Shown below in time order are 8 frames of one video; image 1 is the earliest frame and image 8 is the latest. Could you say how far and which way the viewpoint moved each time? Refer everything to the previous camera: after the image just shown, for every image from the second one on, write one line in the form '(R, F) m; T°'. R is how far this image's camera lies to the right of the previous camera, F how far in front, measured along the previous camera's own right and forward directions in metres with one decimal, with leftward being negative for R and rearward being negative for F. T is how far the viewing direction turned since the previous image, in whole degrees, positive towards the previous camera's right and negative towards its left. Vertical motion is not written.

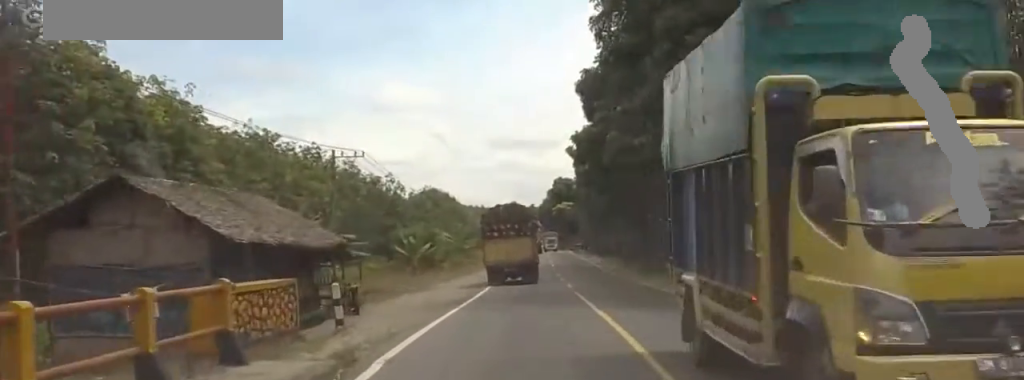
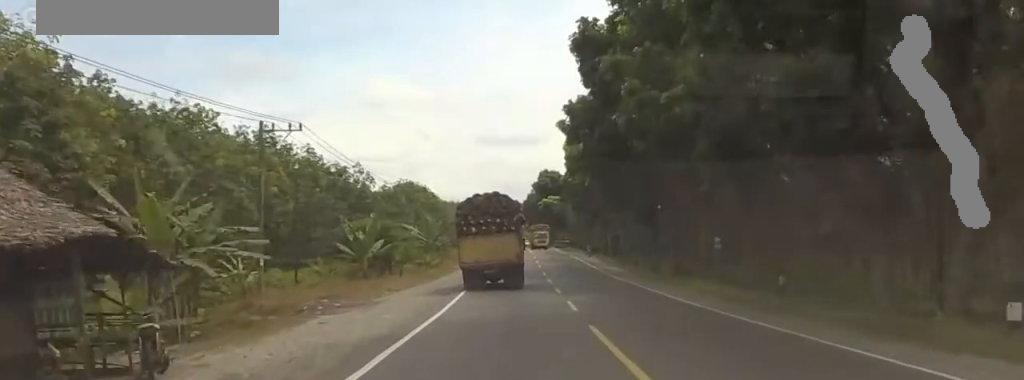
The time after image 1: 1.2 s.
(0.0, +14.7) m; 0°
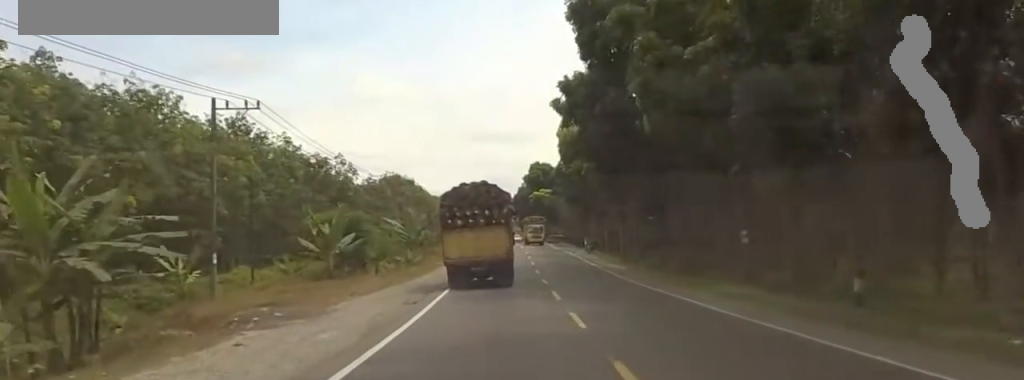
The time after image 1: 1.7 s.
(0.0, +7.1) m; 0°
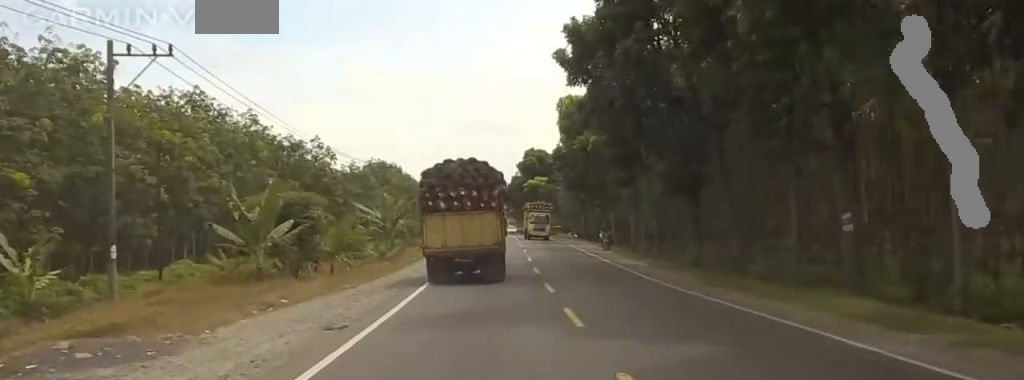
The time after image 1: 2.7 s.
(0.0, +12.6) m; 0°
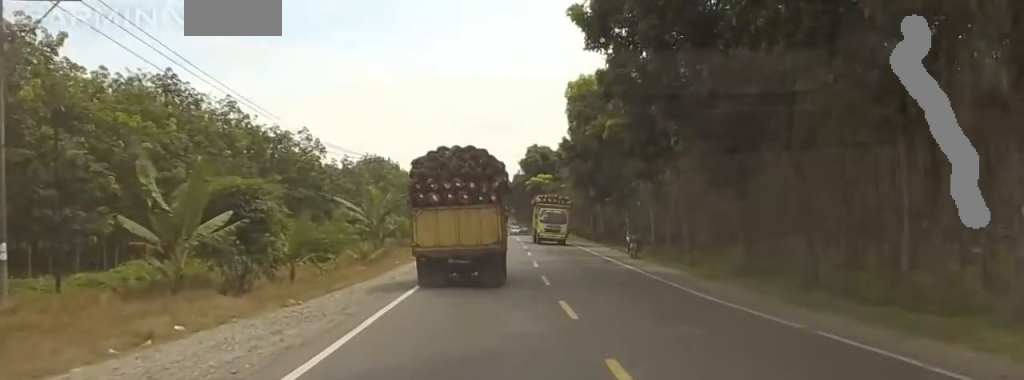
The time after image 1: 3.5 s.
(0.0, +9.5) m; 0°
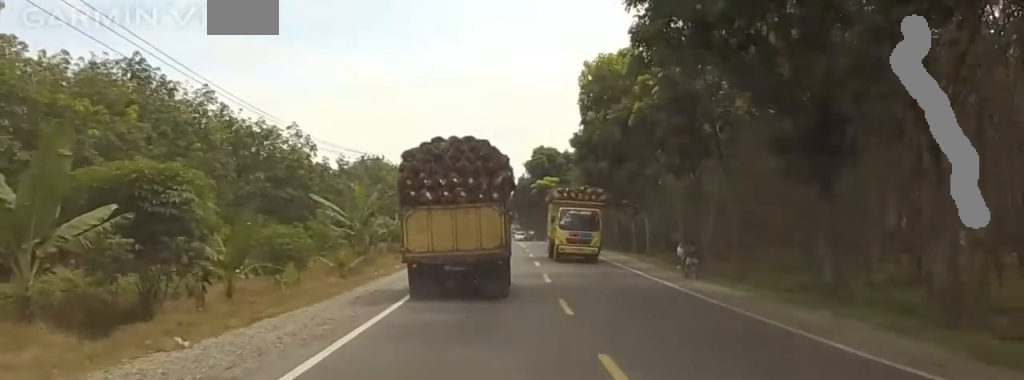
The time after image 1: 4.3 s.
(0.0, +9.9) m; 0°
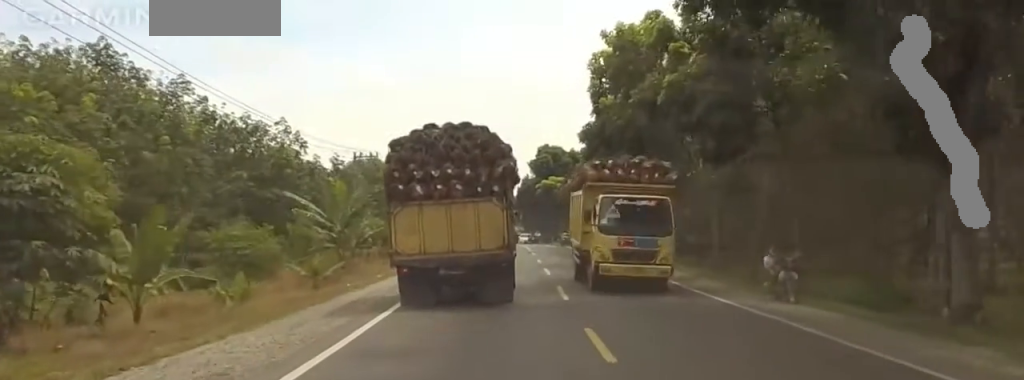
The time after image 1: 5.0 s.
(0.0, +8.2) m; -1°
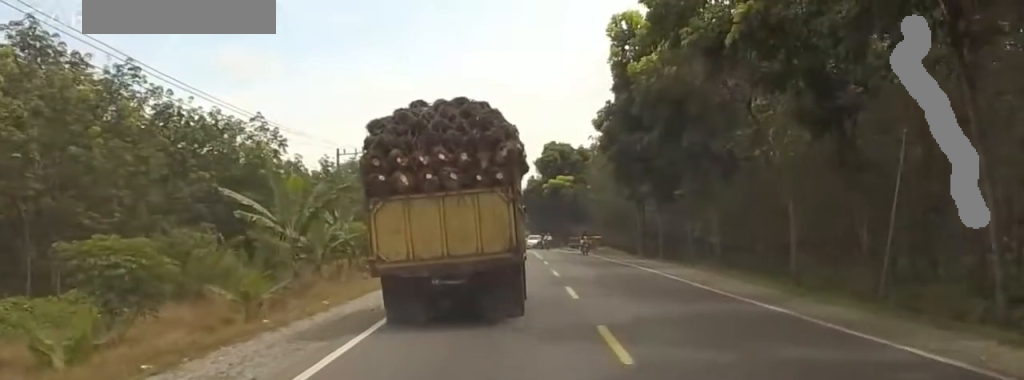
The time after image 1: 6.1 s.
(-0.4, +13.0) m; 0°
